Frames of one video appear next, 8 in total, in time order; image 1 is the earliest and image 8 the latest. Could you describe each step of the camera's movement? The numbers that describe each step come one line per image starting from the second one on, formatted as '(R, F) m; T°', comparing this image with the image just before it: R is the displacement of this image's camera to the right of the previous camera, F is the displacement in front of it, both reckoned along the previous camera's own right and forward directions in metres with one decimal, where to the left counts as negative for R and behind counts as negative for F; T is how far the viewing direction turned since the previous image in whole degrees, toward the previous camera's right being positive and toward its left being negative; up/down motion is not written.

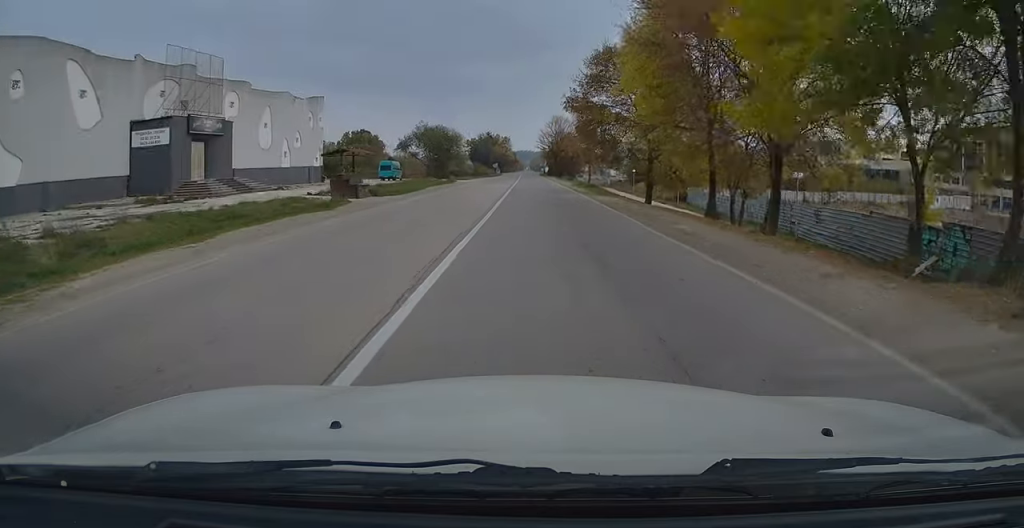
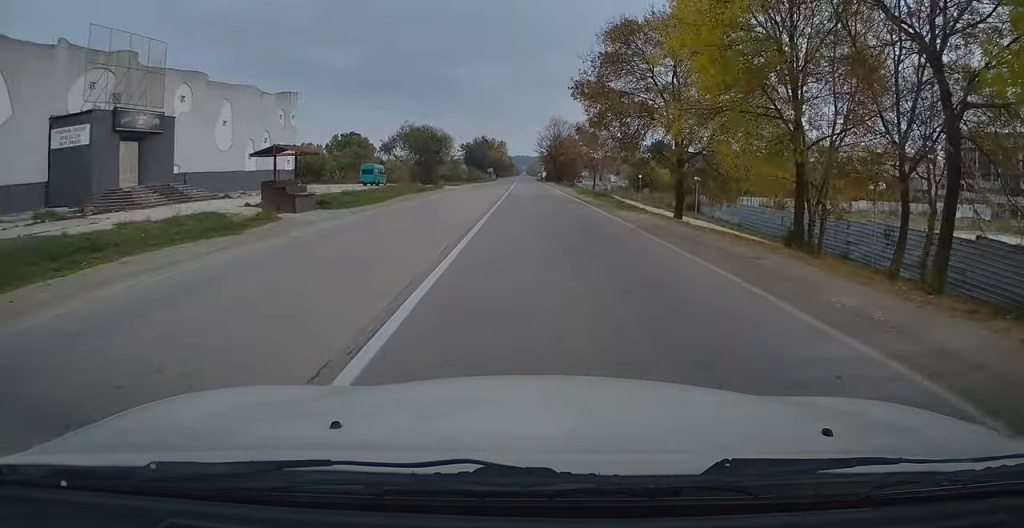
(0.0, +7.9) m; 0°
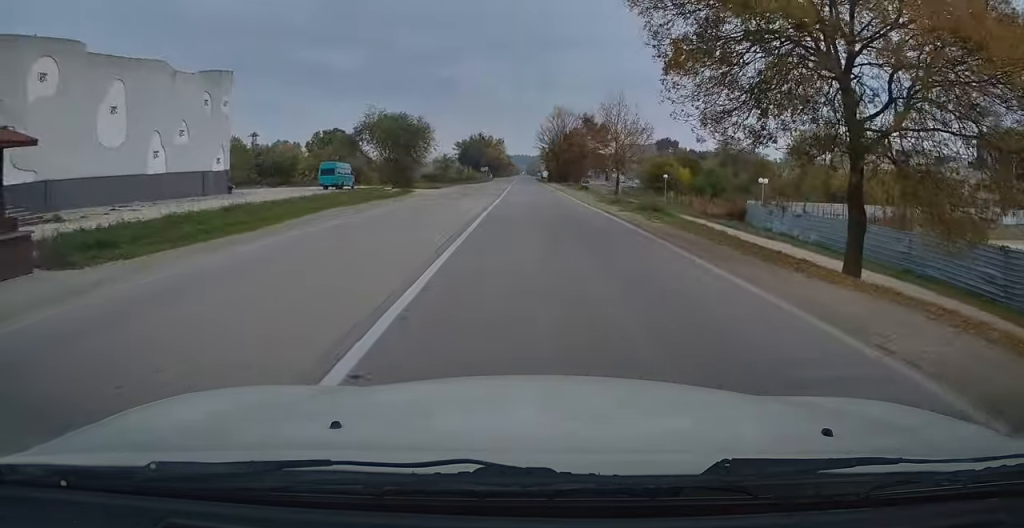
(-0.1, +15.8) m; +1°
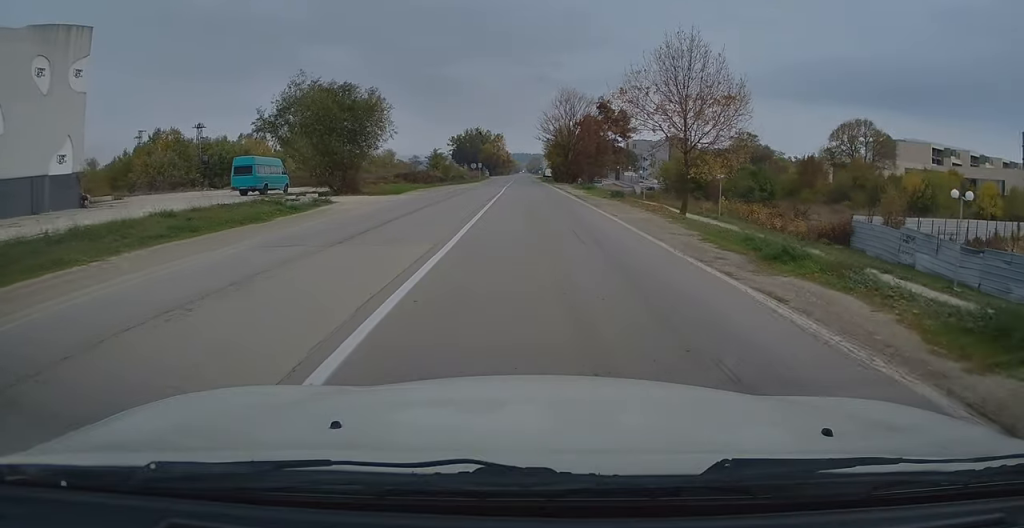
(+0.1, +19.7) m; 0°
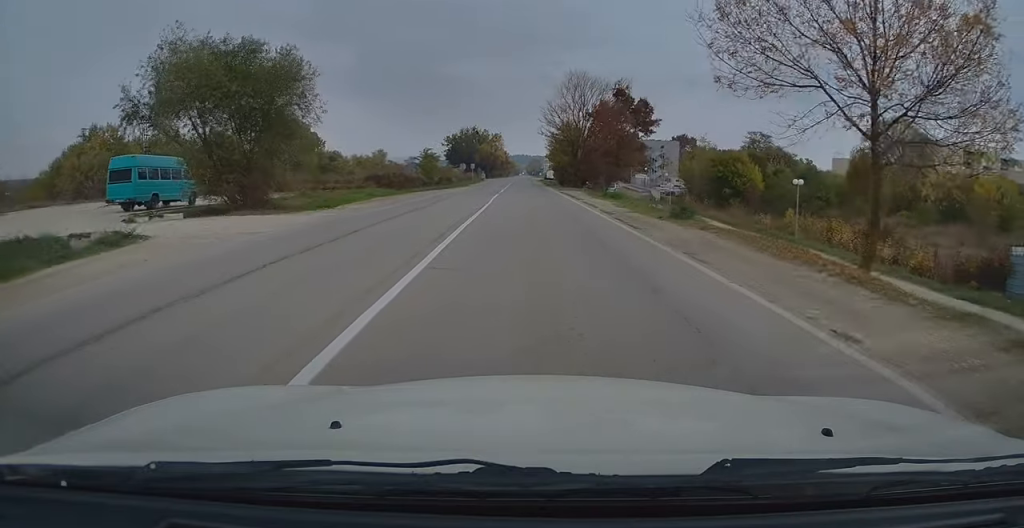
(0.0, +14.7) m; 0°
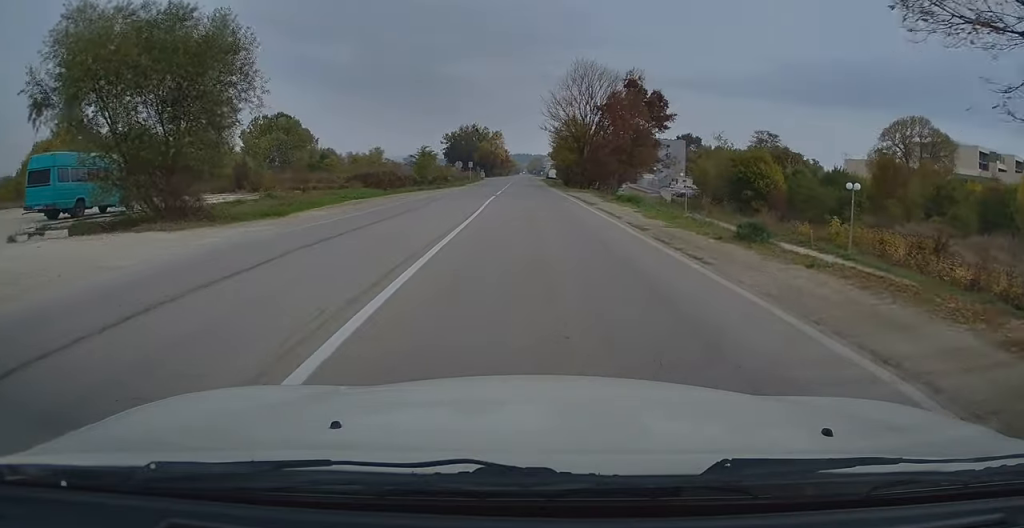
(0.0, +6.3) m; 0°
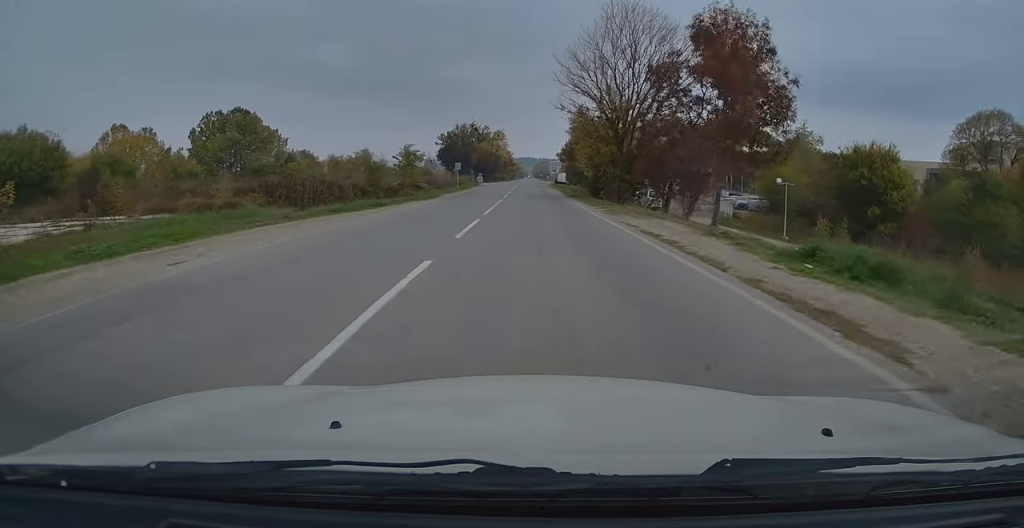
(0.0, +22.2) m; 0°
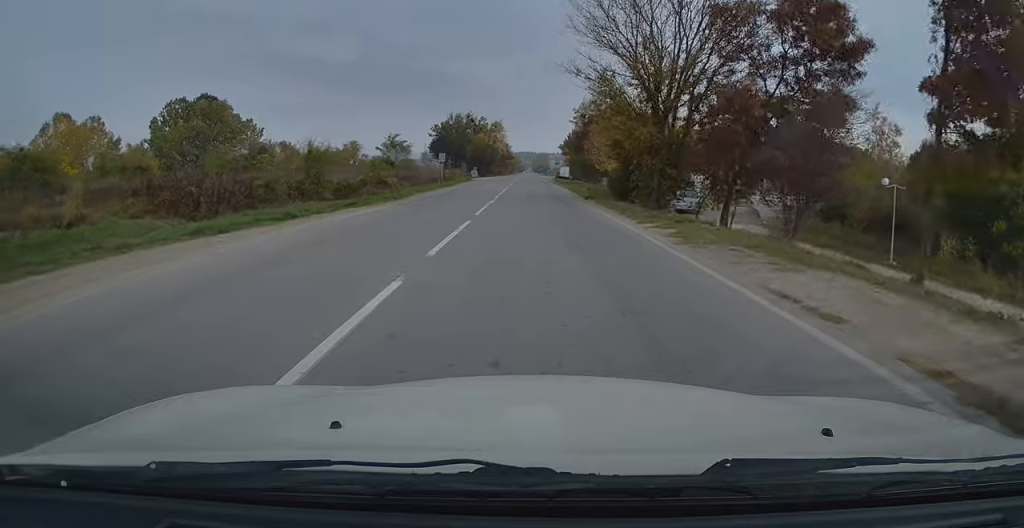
(-0.1, +12.1) m; -1°
